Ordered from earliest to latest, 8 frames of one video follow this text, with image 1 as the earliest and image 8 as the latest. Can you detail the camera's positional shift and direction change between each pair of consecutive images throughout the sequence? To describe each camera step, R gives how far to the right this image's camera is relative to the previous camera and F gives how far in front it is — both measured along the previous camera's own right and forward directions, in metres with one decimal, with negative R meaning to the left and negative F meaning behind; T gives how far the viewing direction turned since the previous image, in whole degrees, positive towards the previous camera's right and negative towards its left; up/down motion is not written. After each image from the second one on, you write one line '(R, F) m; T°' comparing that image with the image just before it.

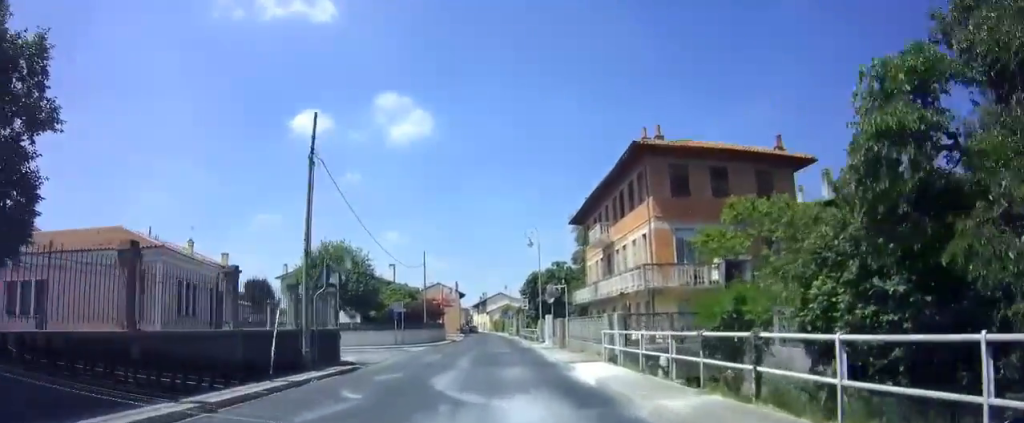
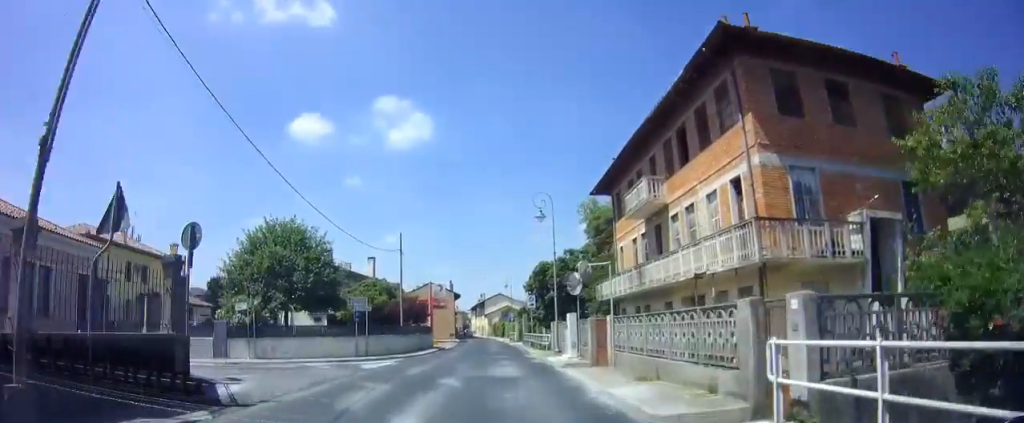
(0.0, +10.5) m; 0°
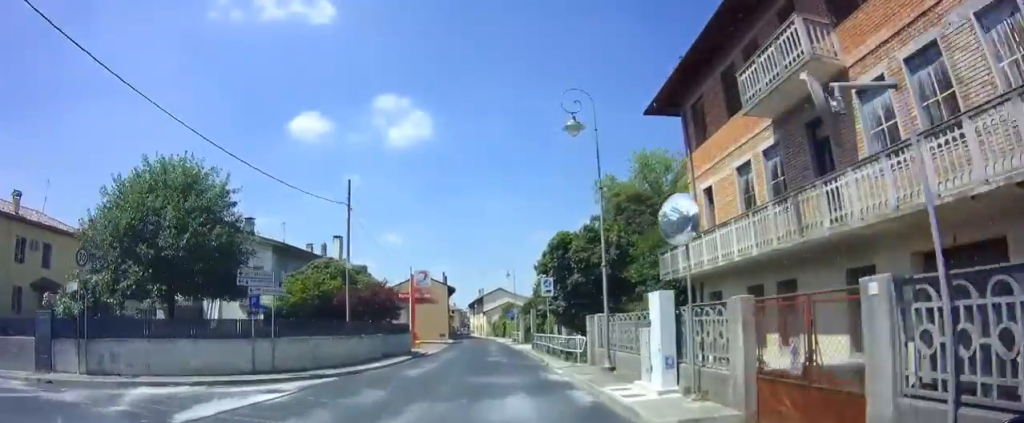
(-0.1, +12.7) m; 0°
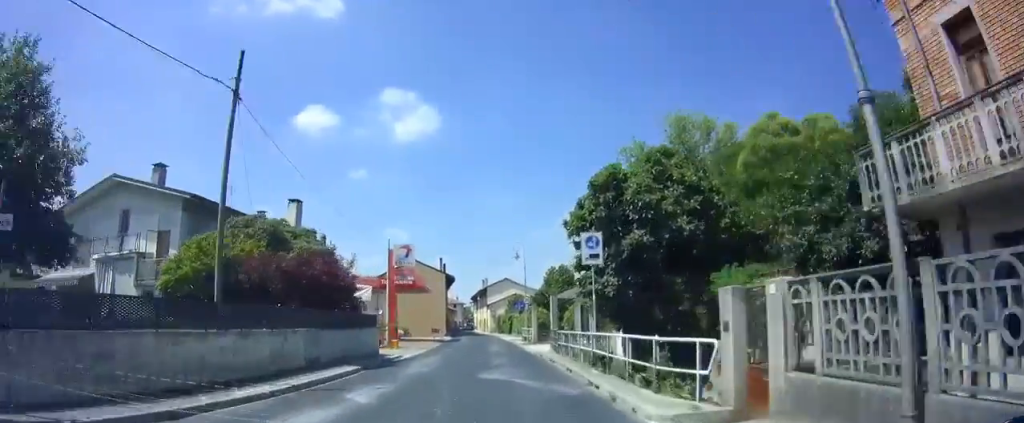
(0.0, +10.8) m; 0°
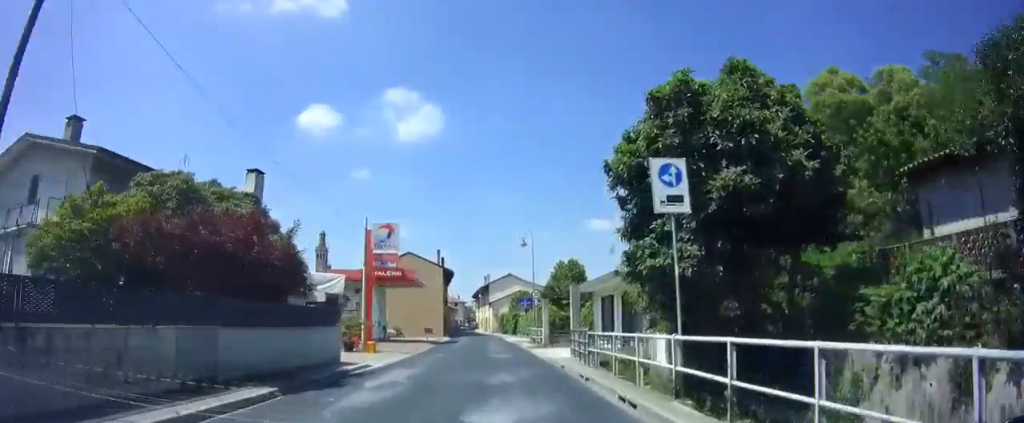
(0.0, +6.4) m; 0°
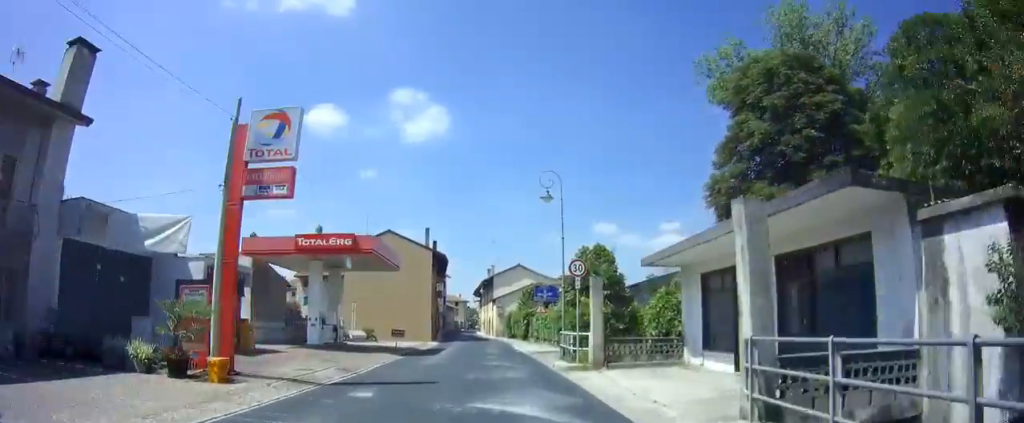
(0.0, +14.5) m; -1°
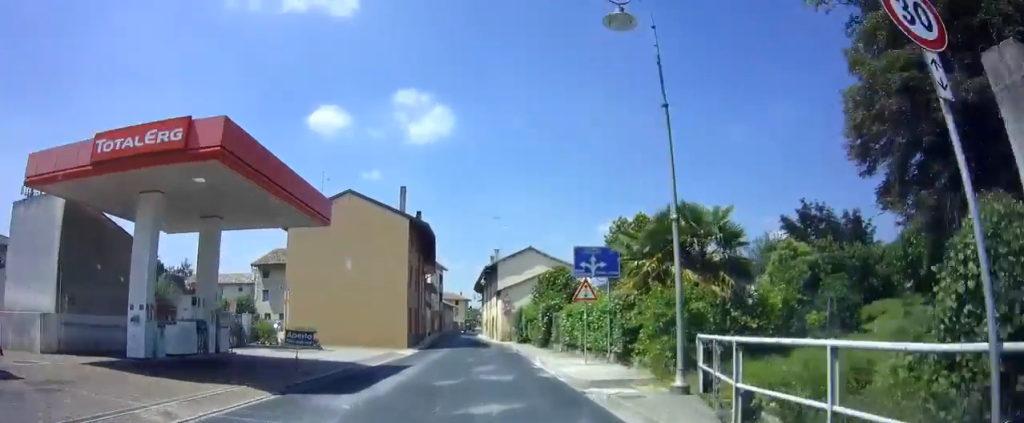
(-0.2, +13.9) m; 0°
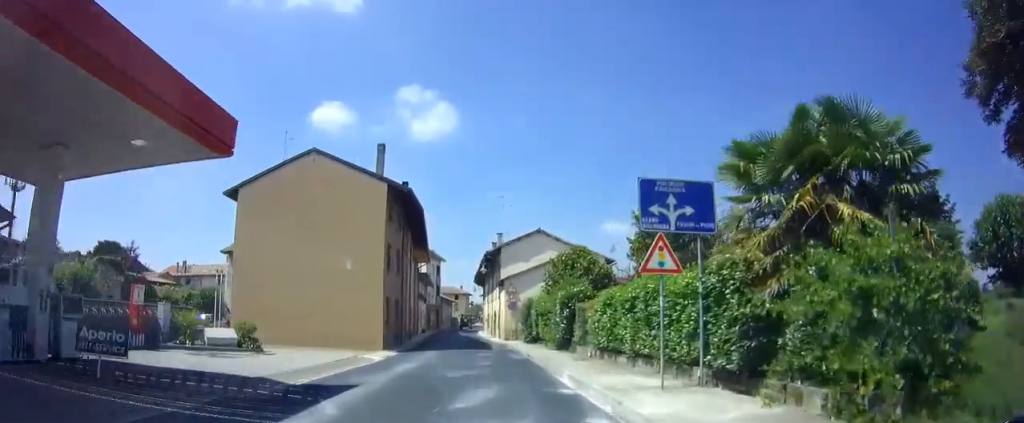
(+0.2, +6.2) m; -1°
